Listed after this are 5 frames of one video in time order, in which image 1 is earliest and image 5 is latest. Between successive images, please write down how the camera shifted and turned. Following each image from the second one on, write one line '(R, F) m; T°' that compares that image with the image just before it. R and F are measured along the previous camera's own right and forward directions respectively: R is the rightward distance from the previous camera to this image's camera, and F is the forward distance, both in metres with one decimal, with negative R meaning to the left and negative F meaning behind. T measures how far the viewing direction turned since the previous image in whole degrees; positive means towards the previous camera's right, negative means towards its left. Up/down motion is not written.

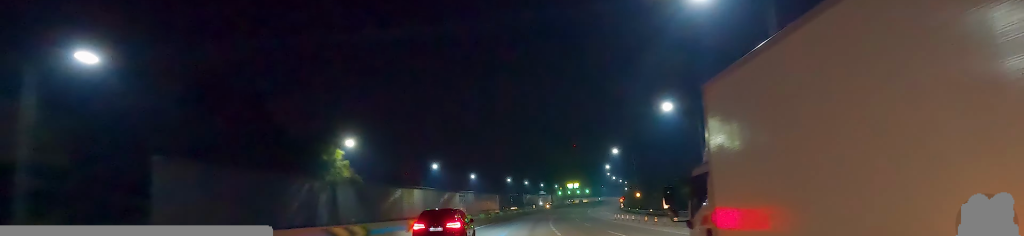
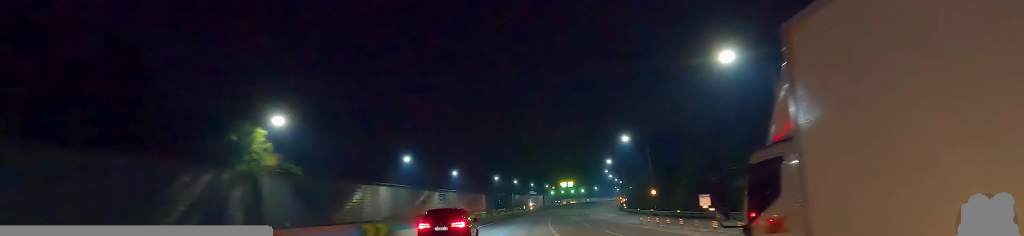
(+0.8, +19.9) m; +2°
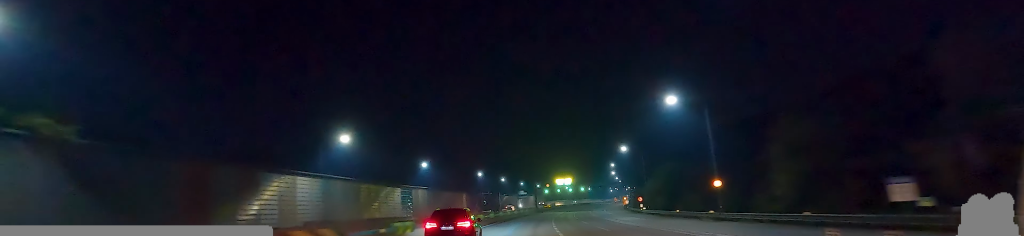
(+0.5, +31.5) m; +3°
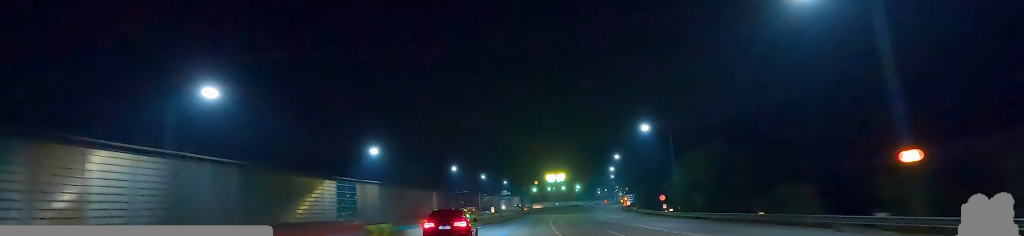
(+0.9, +28.5) m; 0°
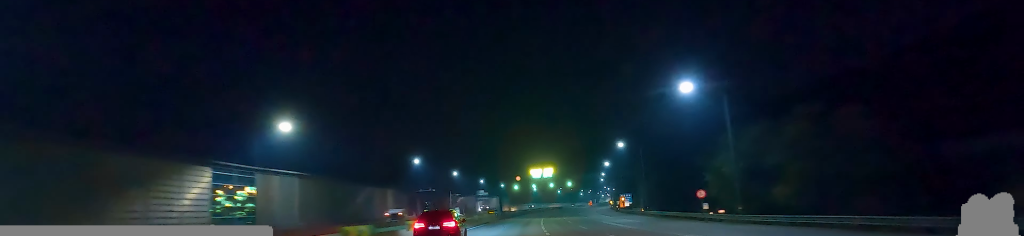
(-0.7, +25.6) m; +1°
